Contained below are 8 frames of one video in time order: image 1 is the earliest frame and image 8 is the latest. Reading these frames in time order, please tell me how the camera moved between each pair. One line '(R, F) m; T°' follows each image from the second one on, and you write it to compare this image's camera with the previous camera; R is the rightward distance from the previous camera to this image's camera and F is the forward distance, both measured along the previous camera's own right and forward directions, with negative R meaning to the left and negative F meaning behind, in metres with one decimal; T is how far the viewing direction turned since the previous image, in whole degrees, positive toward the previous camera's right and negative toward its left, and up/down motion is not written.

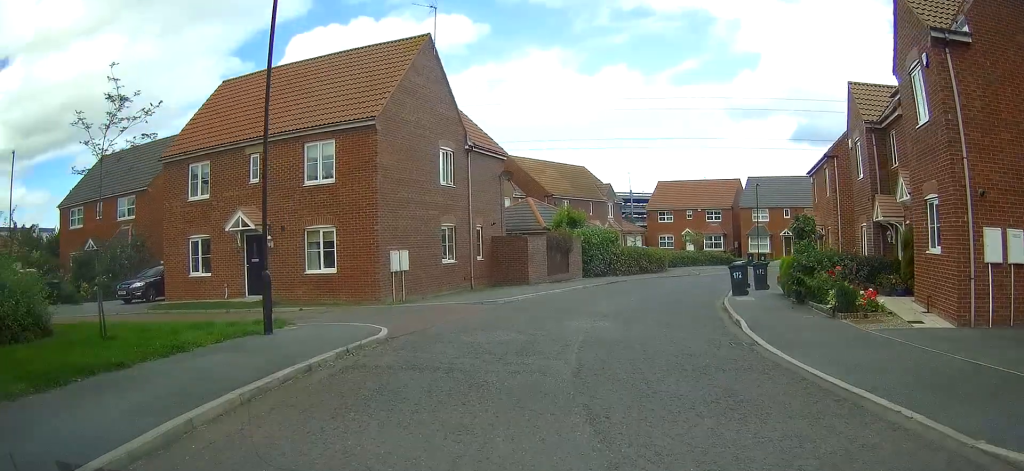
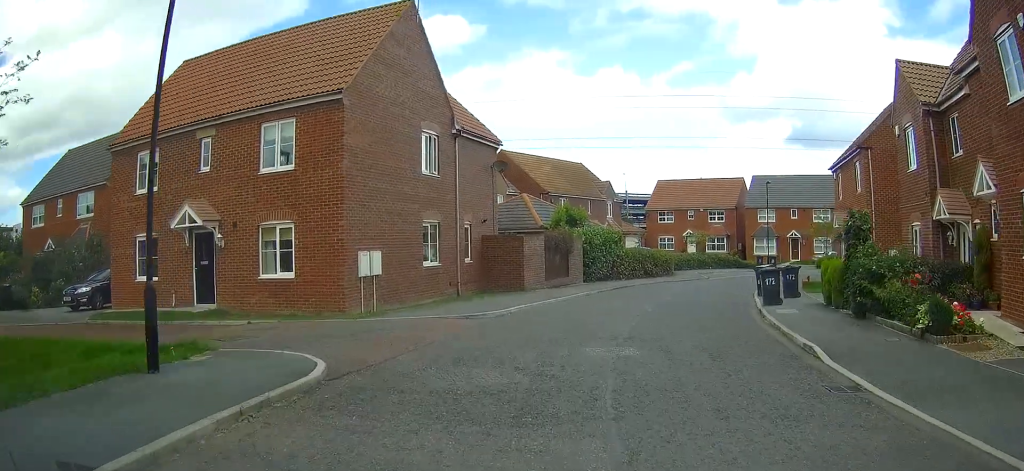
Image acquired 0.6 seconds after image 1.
(-0.1, +3.4) m; +1°
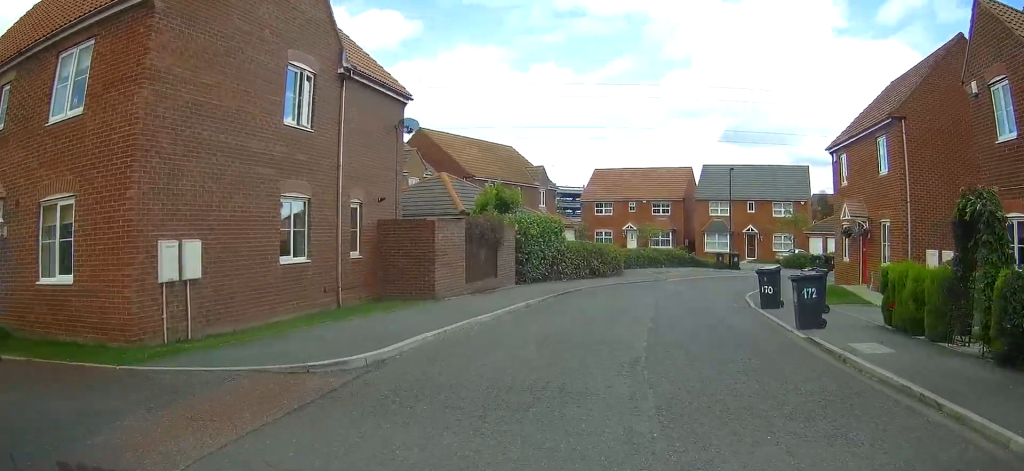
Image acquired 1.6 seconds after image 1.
(+0.2, +6.7) m; +5°
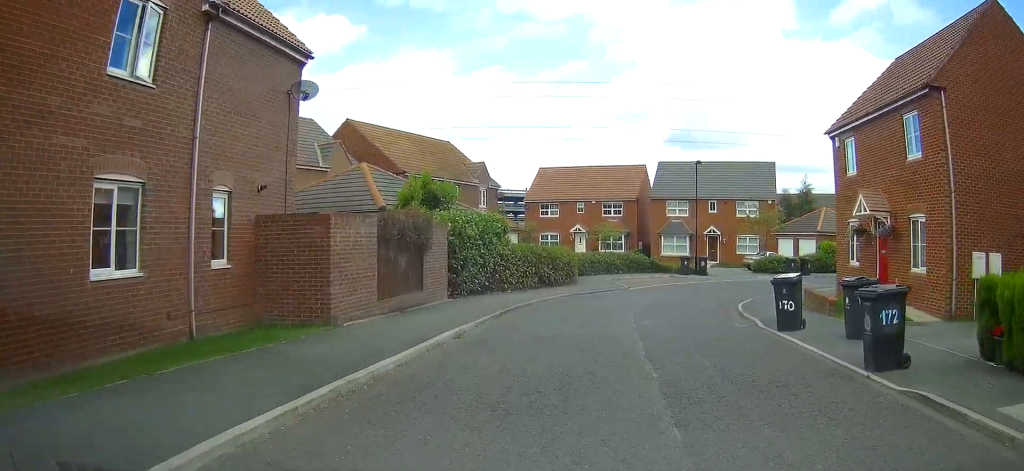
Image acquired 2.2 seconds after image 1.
(+0.2, +4.9) m; +3°
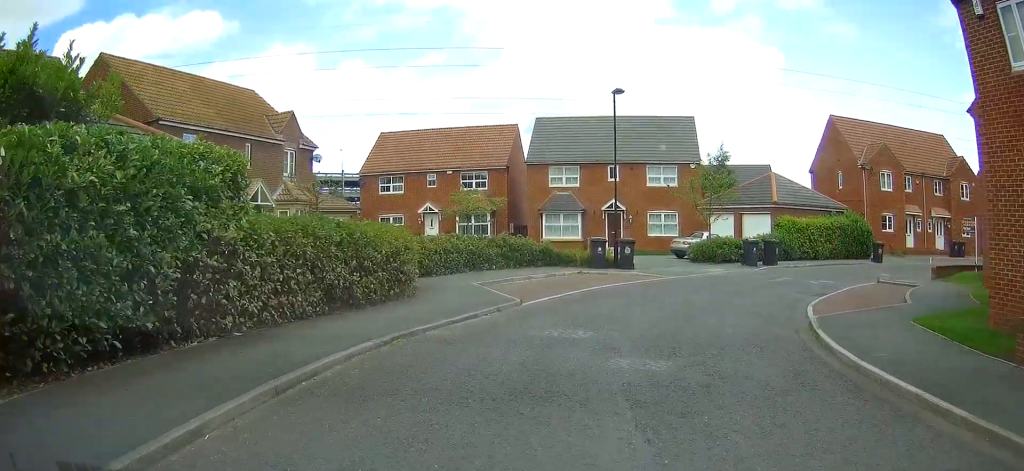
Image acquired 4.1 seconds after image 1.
(+0.6, +14.9) m; +9°
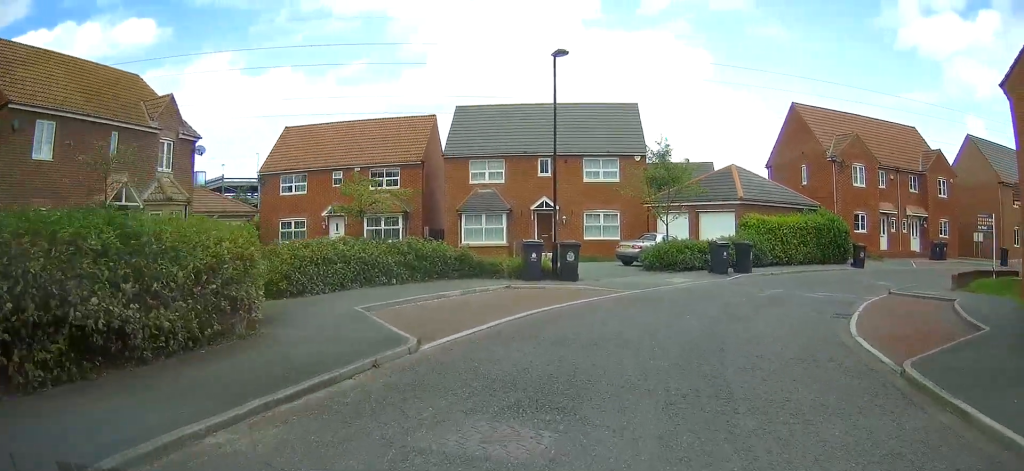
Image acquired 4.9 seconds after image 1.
(+0.5, +5.3) m; +6°
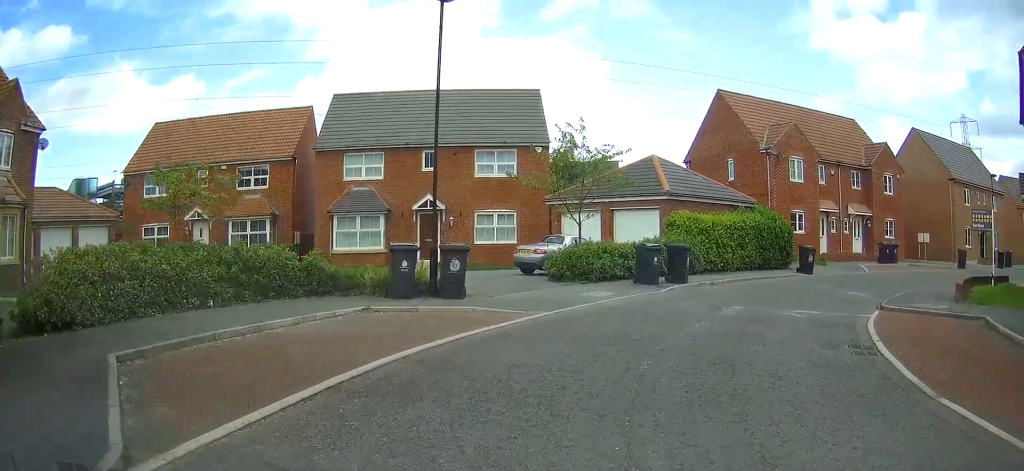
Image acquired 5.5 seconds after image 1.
(+0.3, +4.7) m; +8°
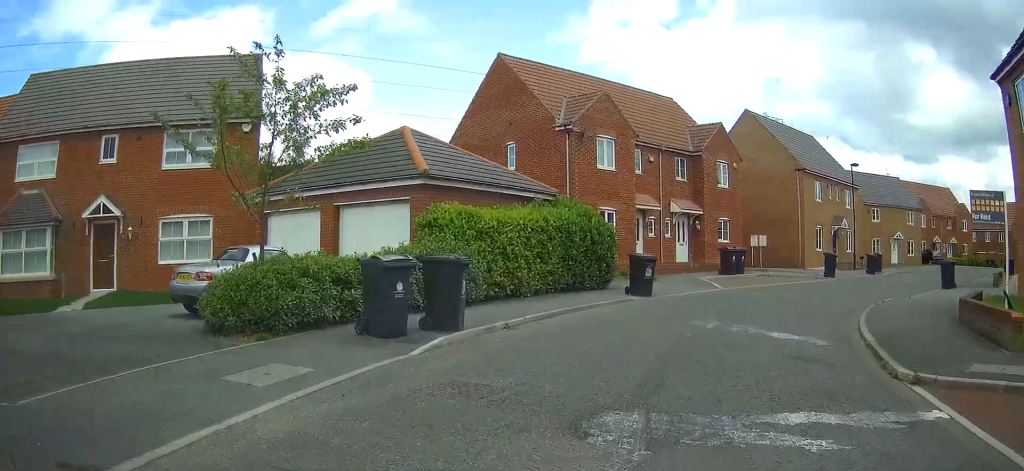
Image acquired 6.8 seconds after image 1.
(+1.4, +7.8) m; +32°
